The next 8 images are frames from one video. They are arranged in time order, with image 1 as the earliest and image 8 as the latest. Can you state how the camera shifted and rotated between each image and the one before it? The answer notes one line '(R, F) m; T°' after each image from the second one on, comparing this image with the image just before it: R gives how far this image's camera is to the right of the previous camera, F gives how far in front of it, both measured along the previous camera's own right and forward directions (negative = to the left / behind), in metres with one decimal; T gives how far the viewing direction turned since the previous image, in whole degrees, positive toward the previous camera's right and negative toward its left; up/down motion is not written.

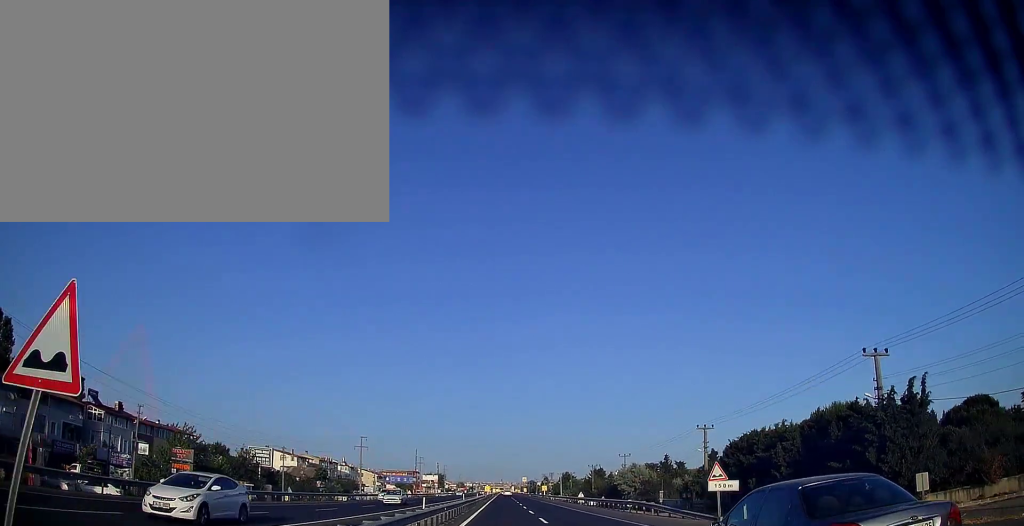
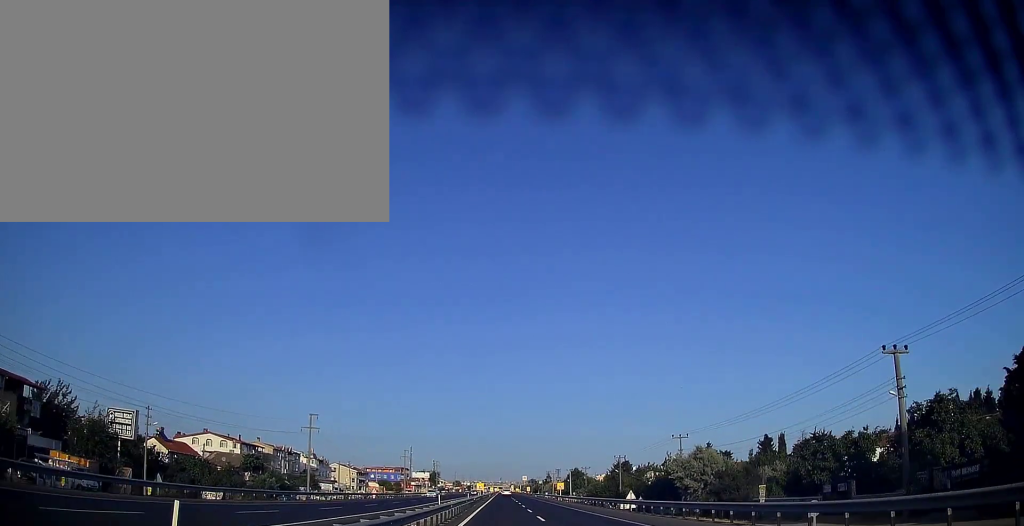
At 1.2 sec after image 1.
(+0.1, +35.0) m; 0°
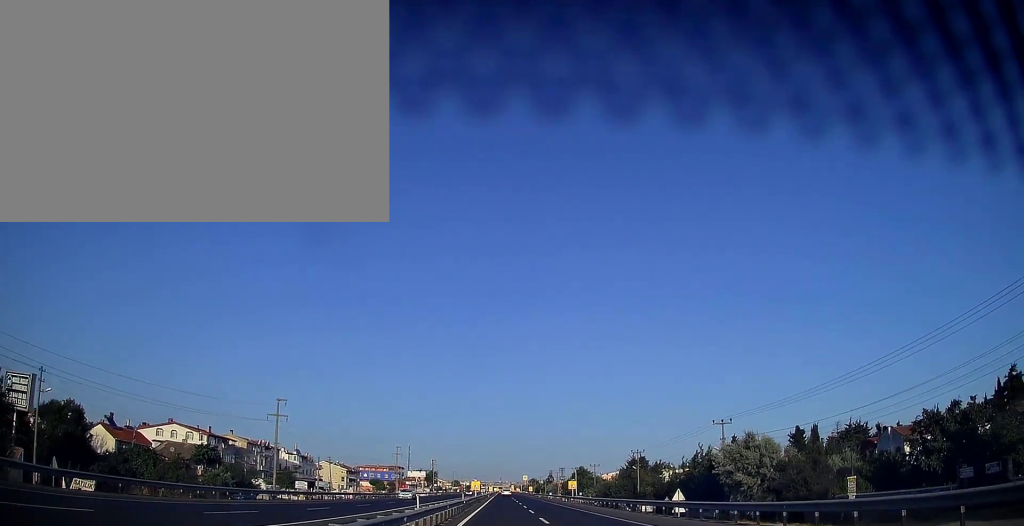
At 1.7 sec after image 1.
(-0.1, +14.5) m; 0°
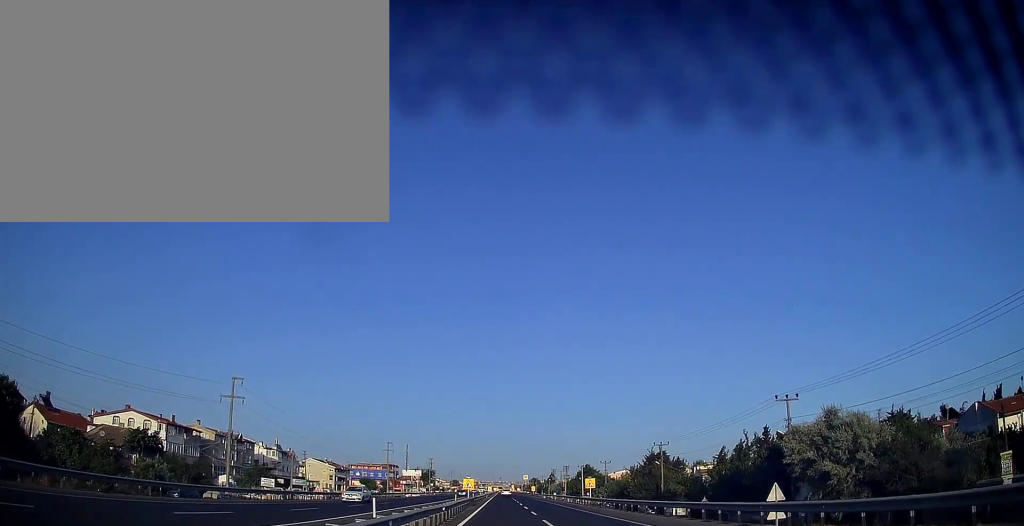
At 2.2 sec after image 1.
(0.0, +14.3) m; 0°
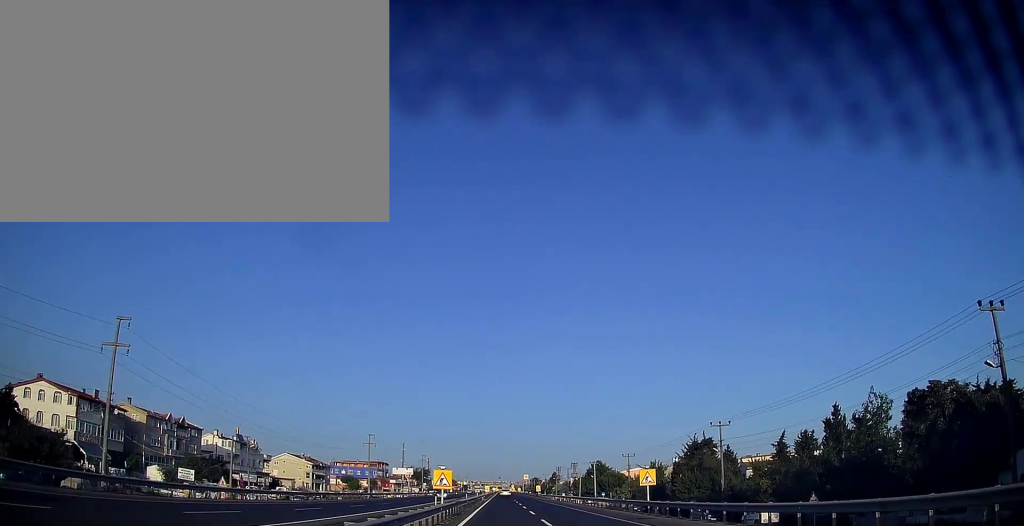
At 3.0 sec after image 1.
(0.0, +22.6) m; 0°
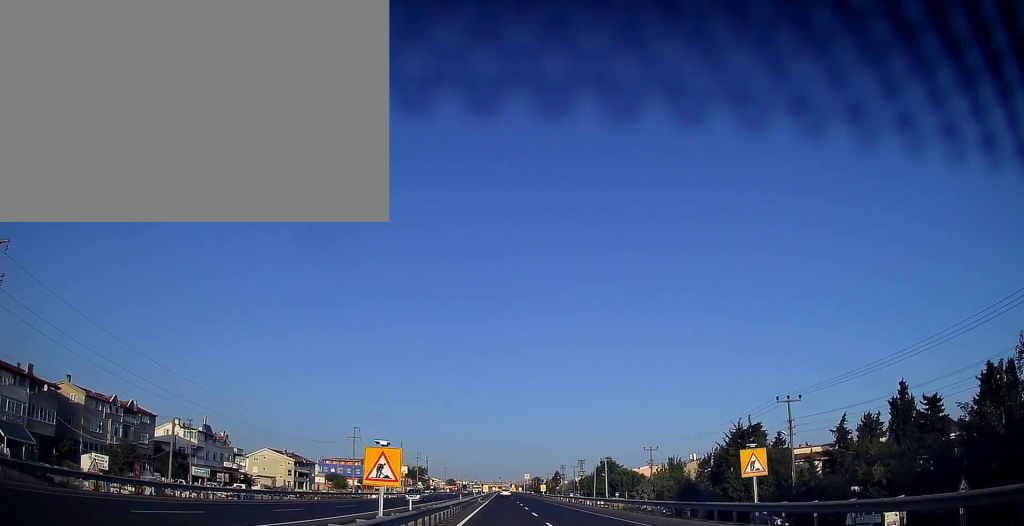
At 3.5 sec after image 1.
(0.0, +14.0) m; 0°
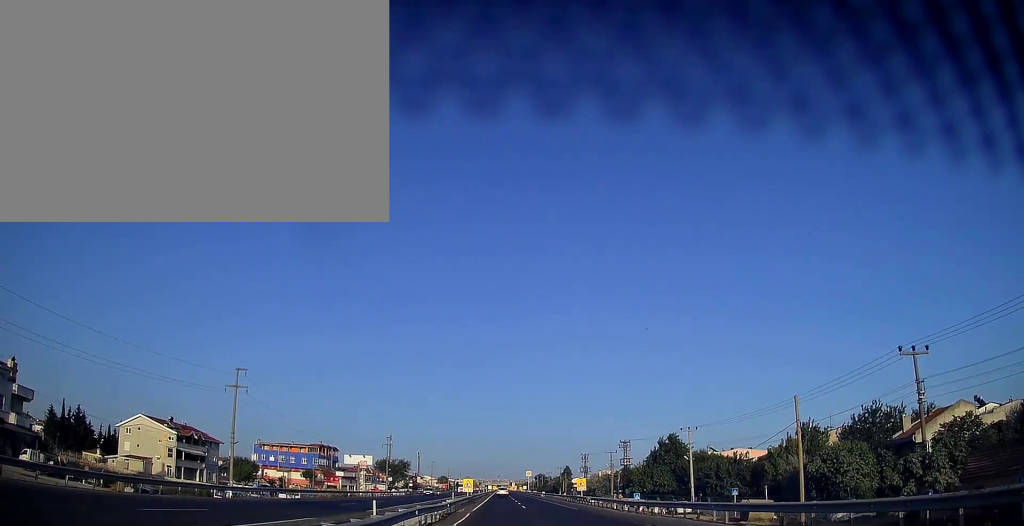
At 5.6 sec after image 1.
(-0.2, +57.9) m; 0°
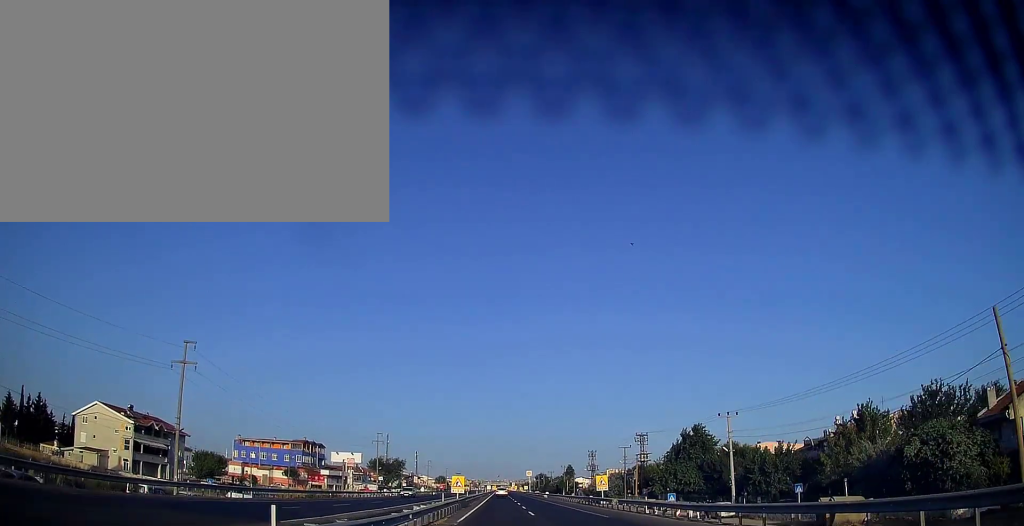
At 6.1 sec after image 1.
(0.0, +13.6) m; 0°
